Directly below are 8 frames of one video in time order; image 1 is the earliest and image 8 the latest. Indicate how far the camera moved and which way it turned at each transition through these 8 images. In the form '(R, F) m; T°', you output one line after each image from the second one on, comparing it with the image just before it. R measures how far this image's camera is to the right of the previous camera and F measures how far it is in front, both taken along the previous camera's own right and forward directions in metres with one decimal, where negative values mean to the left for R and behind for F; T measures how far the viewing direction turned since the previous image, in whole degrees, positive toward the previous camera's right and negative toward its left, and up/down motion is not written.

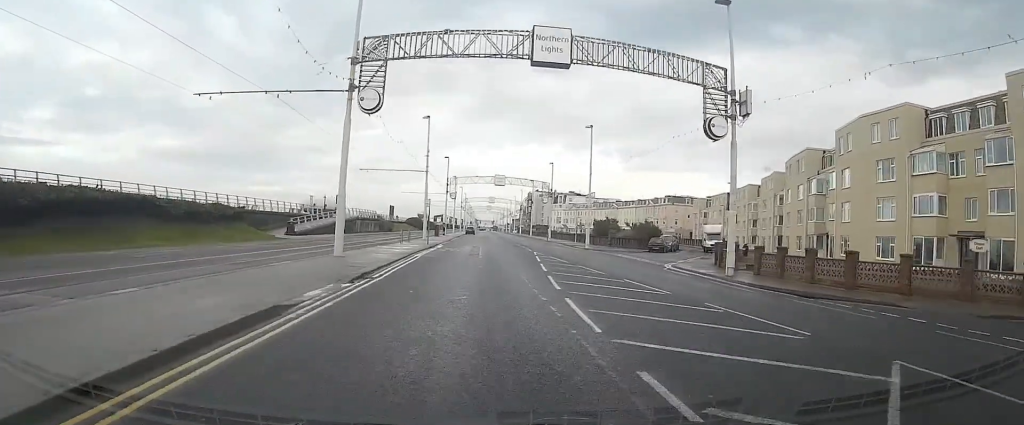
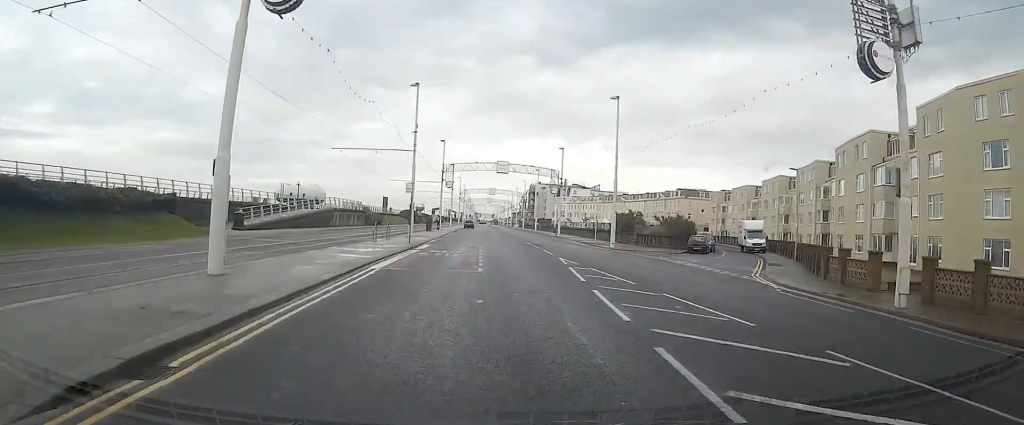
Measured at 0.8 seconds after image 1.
(+0.1, +11.6) m; 0°
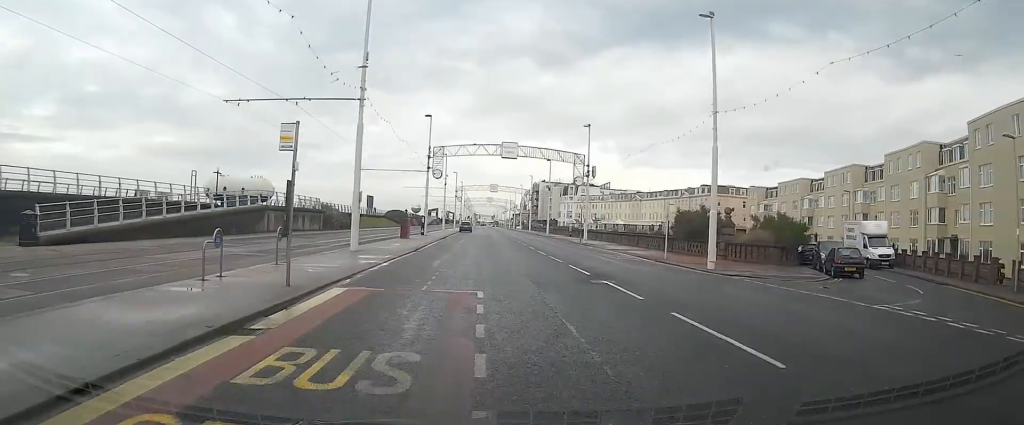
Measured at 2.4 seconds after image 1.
(-0.1, +21.3) m; 0°
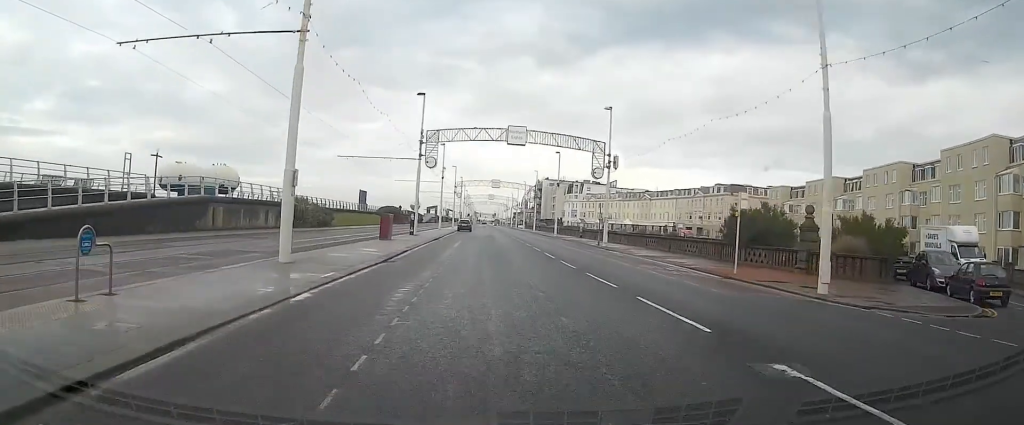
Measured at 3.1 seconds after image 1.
(0.0, +9.8) m; 0°
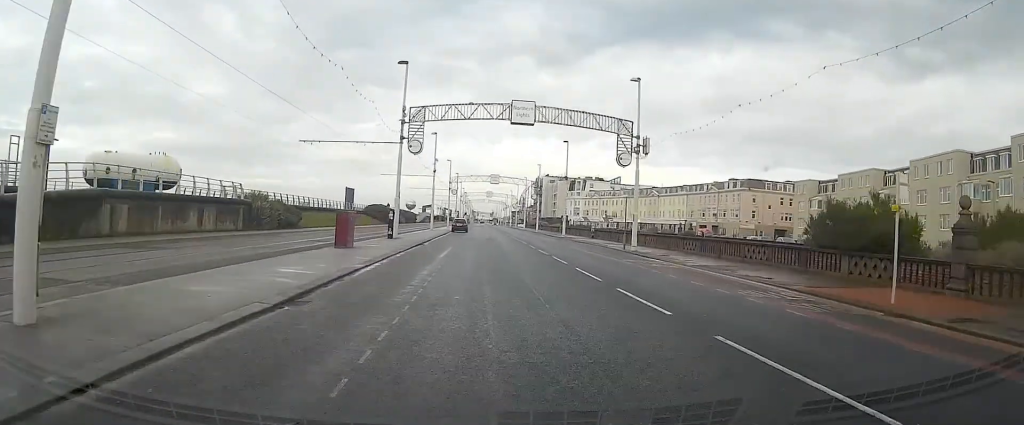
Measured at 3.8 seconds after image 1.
(-0.1, +10.7) m; 0°
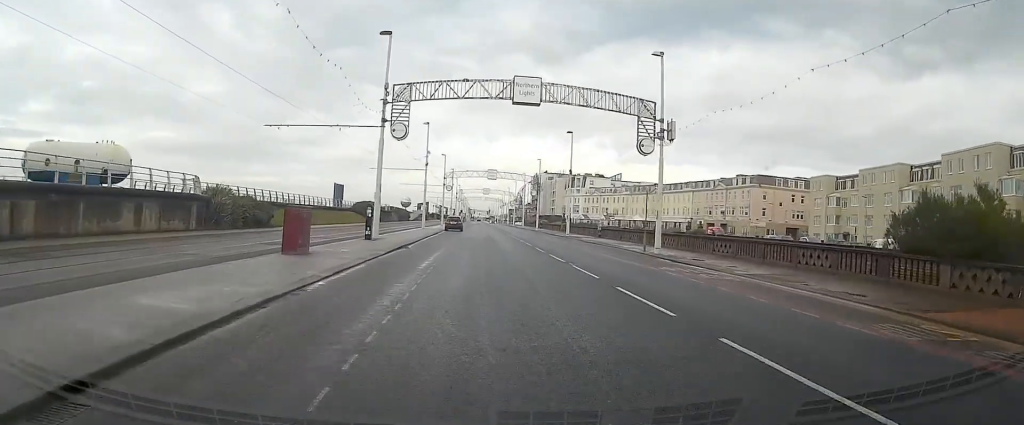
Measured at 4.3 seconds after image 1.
(0.0, +6.5) m; 0°
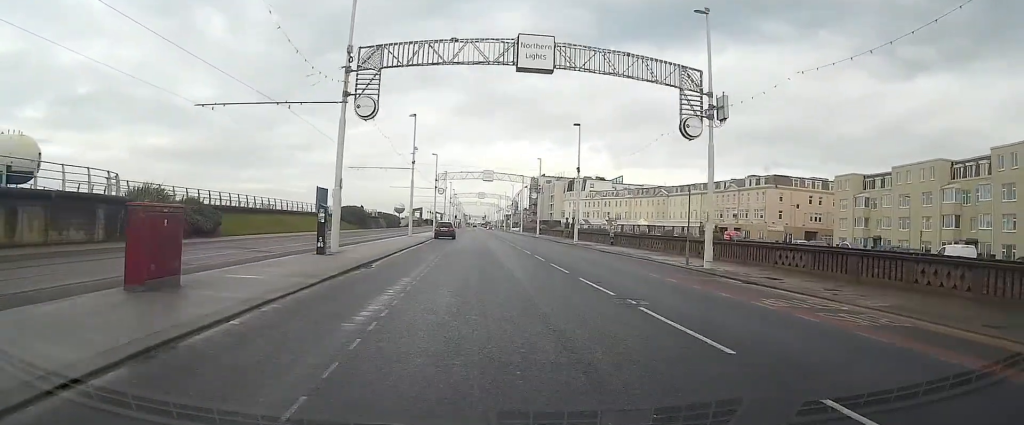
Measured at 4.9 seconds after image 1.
(0.0, +8.8) m; +1°
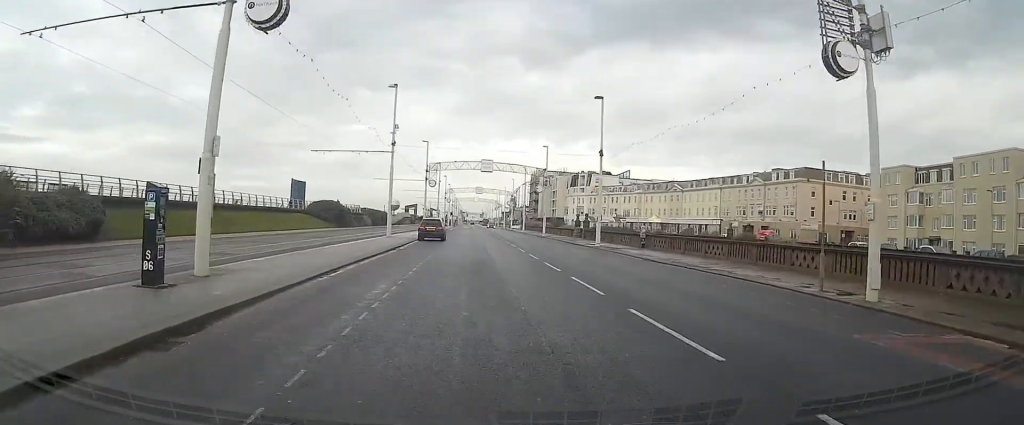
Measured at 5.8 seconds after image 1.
(+0.1, +12.5) m; +1°
